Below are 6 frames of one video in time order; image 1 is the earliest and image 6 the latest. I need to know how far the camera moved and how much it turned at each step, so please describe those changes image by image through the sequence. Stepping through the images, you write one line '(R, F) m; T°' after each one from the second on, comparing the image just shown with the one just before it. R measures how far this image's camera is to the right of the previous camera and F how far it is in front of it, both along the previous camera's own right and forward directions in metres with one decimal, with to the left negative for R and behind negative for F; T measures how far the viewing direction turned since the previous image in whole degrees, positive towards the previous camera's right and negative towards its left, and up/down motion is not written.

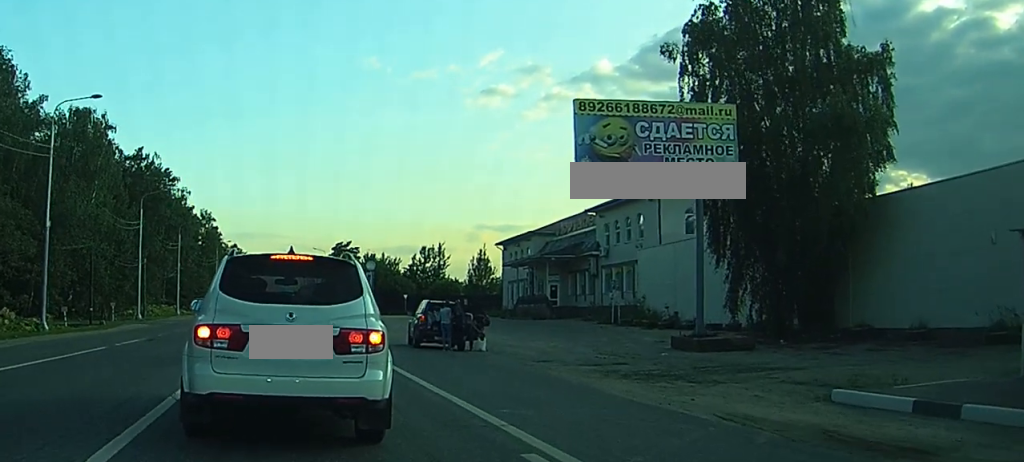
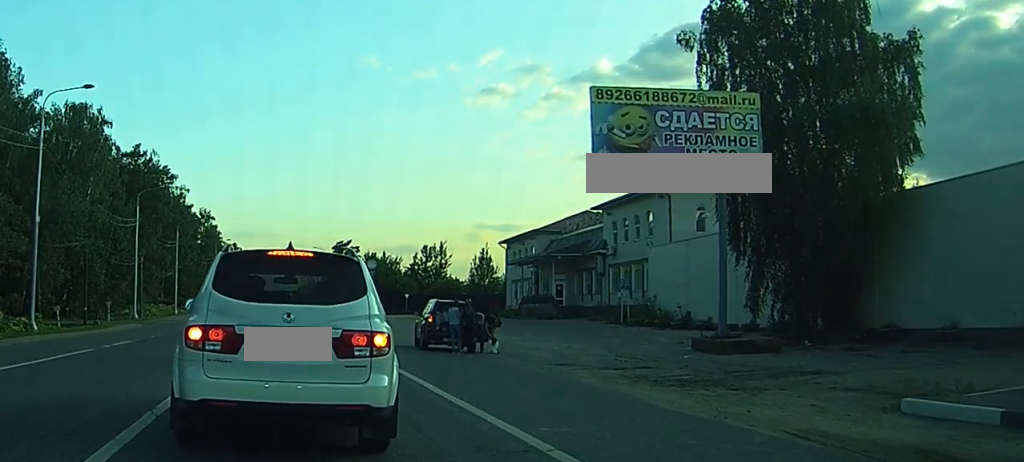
(-0.1, +2.3) m; -2°
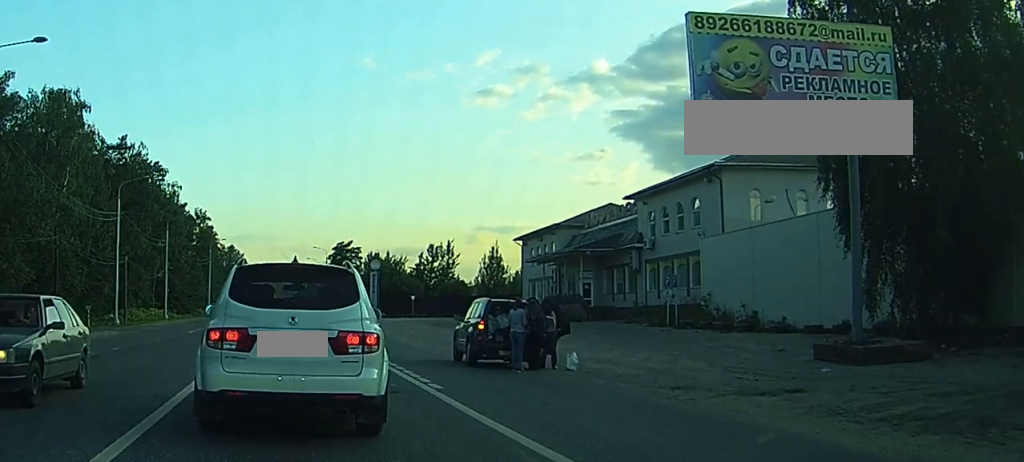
(-0.3, +10.0) m; -2°
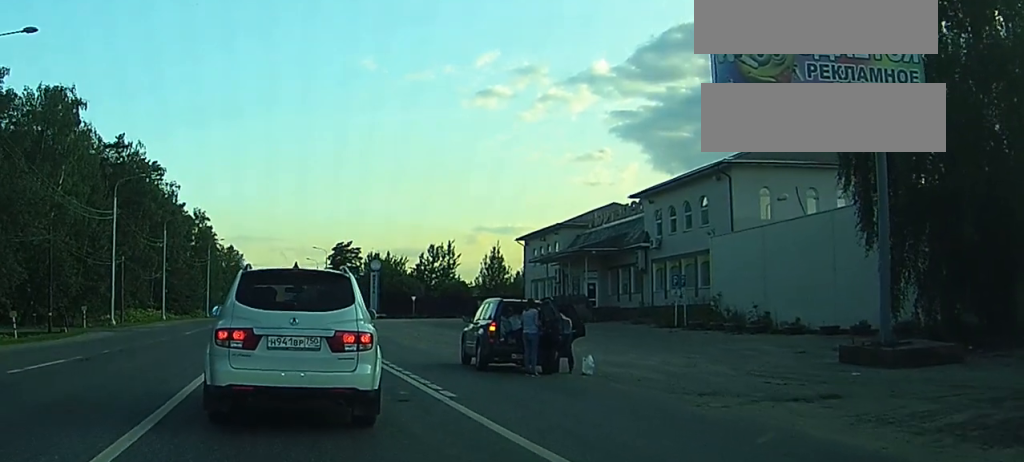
(0.0, +1.4) m; +1°
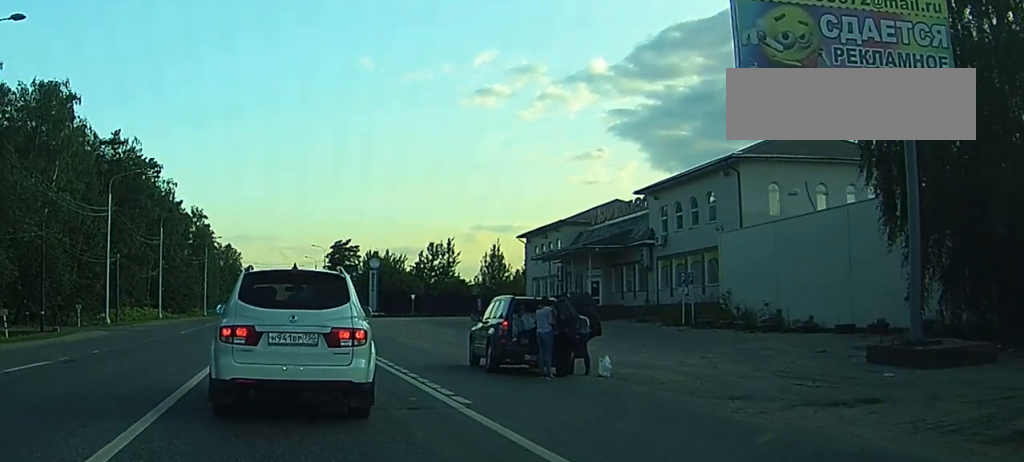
(0.0, +1.3) m; +1°
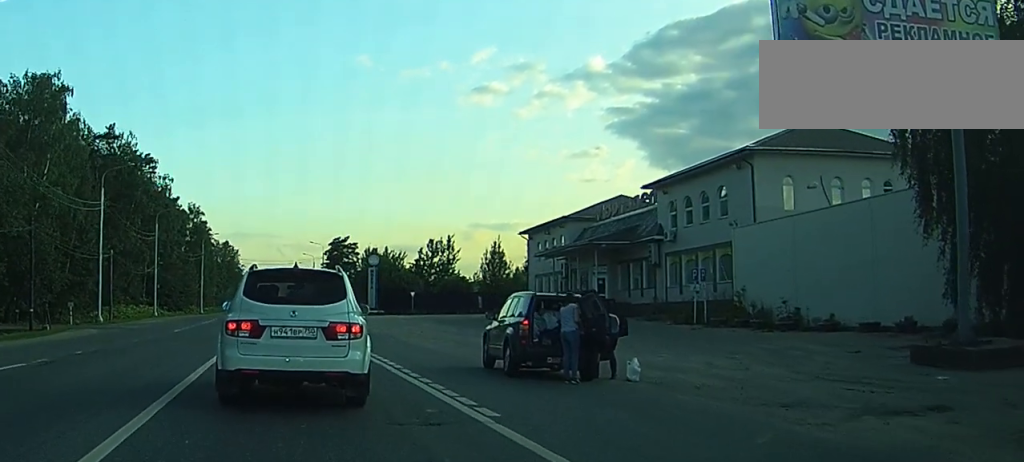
(0.0, +1.7) m; +2°
